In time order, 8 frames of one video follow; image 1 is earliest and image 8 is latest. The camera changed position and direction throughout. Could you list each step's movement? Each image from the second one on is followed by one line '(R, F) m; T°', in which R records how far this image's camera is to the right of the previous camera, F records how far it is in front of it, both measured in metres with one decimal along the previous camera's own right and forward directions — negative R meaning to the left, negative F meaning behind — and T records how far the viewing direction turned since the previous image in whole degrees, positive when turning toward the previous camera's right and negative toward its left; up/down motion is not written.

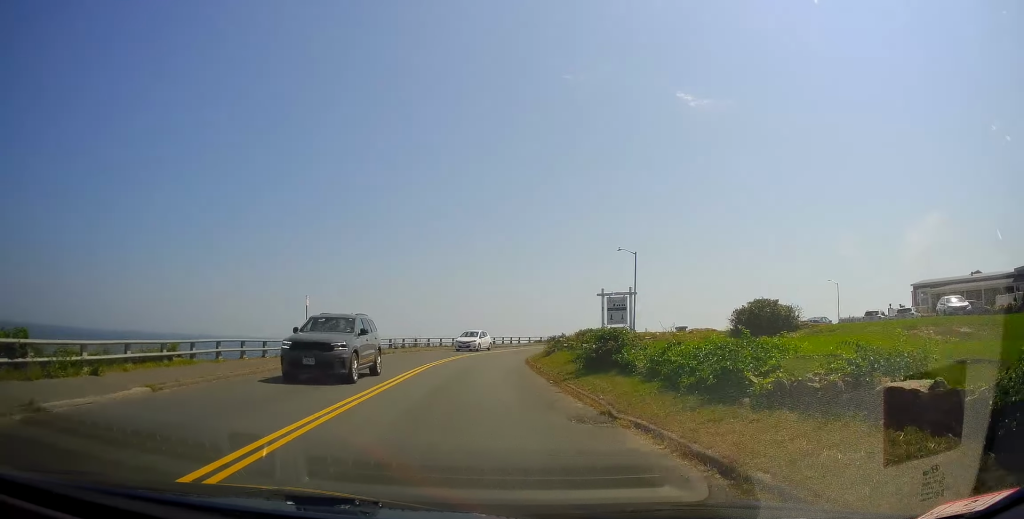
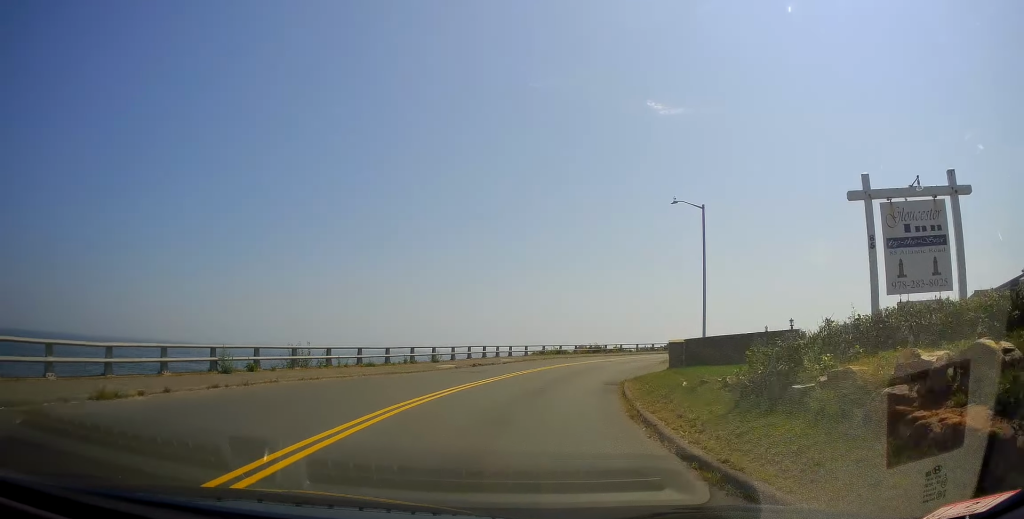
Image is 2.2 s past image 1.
(0.0, +25.4) m; +1°
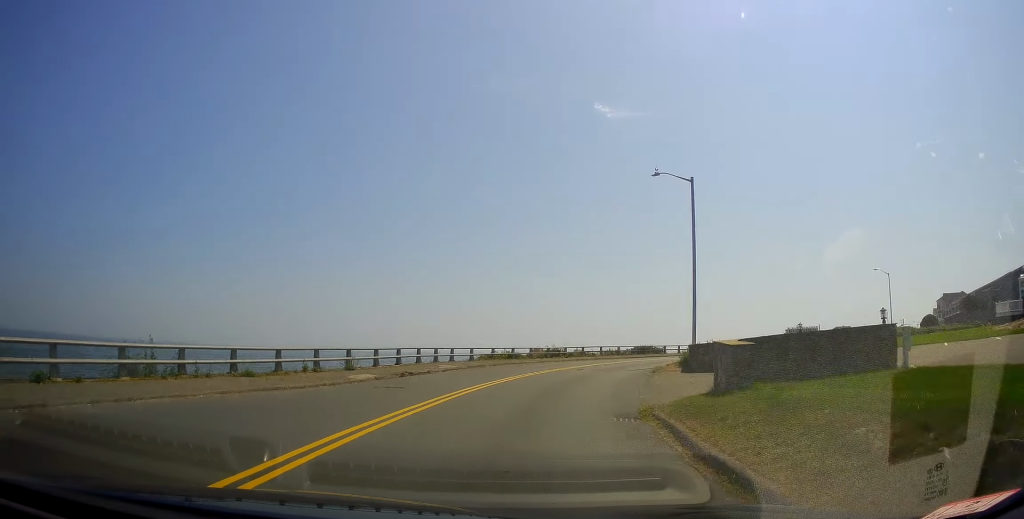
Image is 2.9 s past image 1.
(+0.2, +7.4) m; +3°
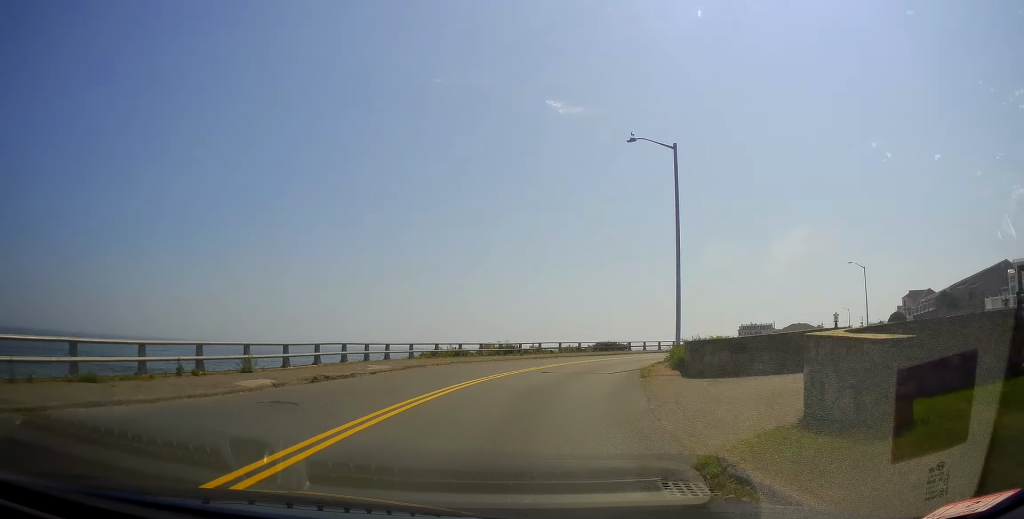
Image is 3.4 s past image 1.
(0.0, +5.1) m; +2°
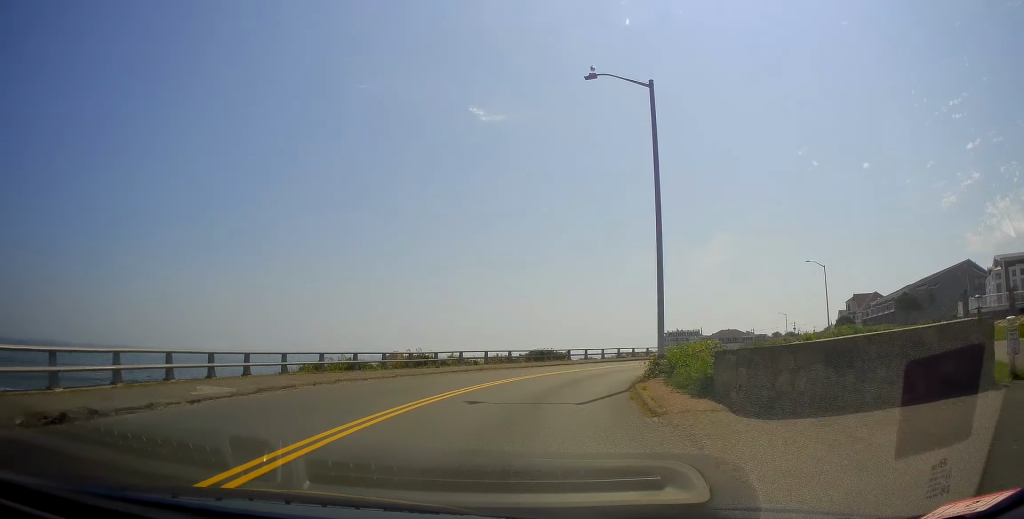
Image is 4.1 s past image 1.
(+0.3, +7.9) m; +3°
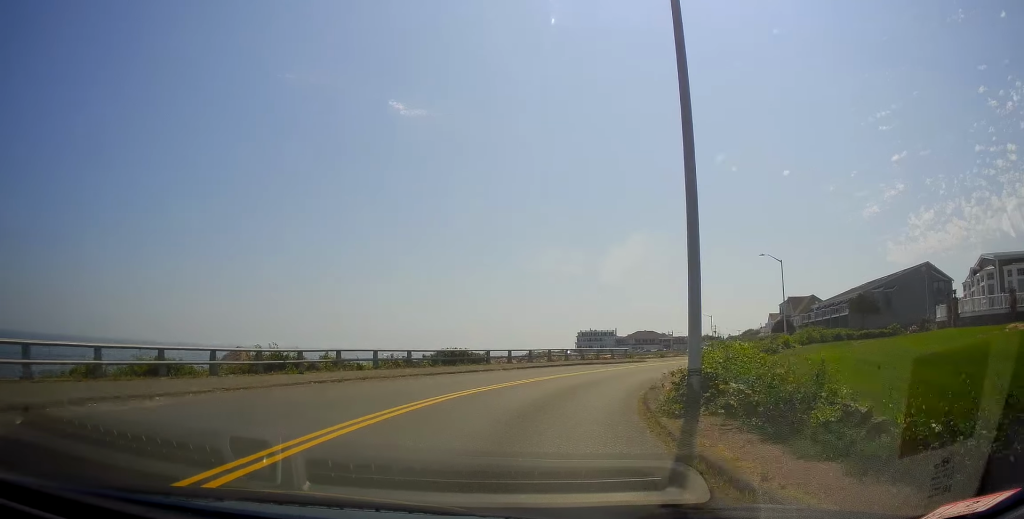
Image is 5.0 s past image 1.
(+0.3, +8.9) m; +9°
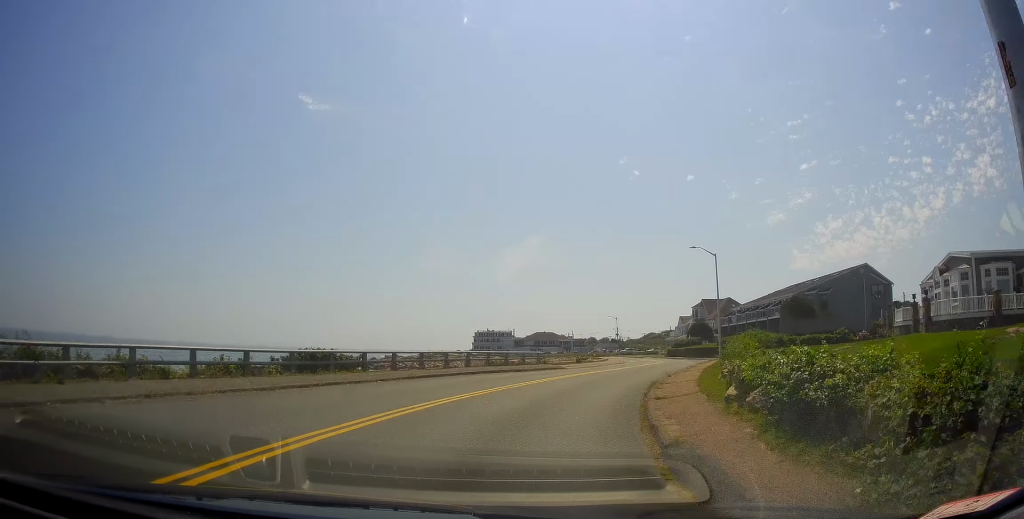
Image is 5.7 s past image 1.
(+0.7, +7.2) m; +8°
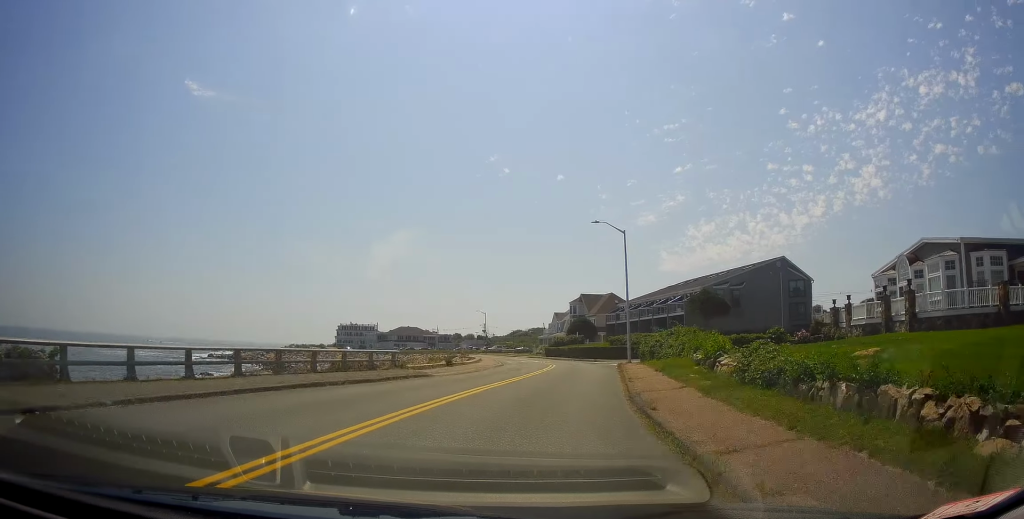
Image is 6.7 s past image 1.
(+1.1, +10.1) m; +15°
